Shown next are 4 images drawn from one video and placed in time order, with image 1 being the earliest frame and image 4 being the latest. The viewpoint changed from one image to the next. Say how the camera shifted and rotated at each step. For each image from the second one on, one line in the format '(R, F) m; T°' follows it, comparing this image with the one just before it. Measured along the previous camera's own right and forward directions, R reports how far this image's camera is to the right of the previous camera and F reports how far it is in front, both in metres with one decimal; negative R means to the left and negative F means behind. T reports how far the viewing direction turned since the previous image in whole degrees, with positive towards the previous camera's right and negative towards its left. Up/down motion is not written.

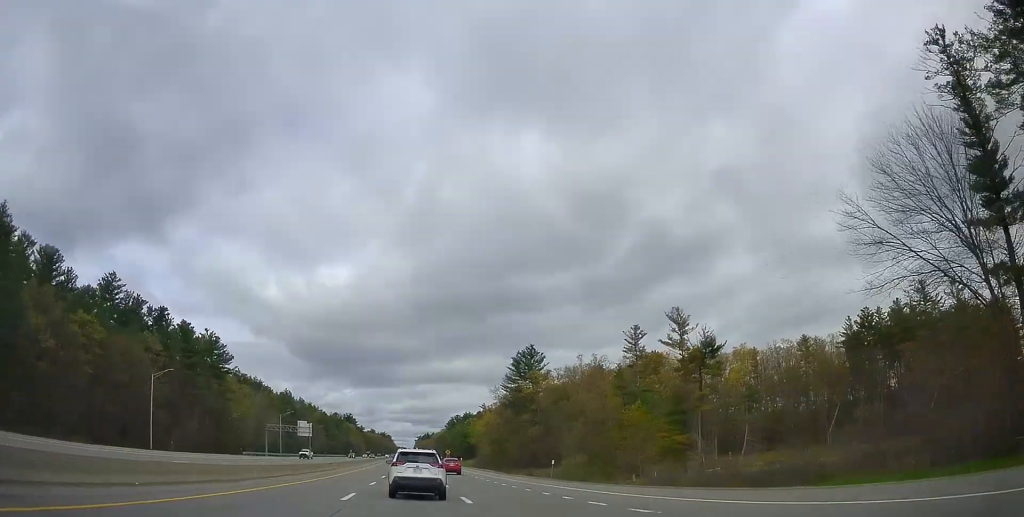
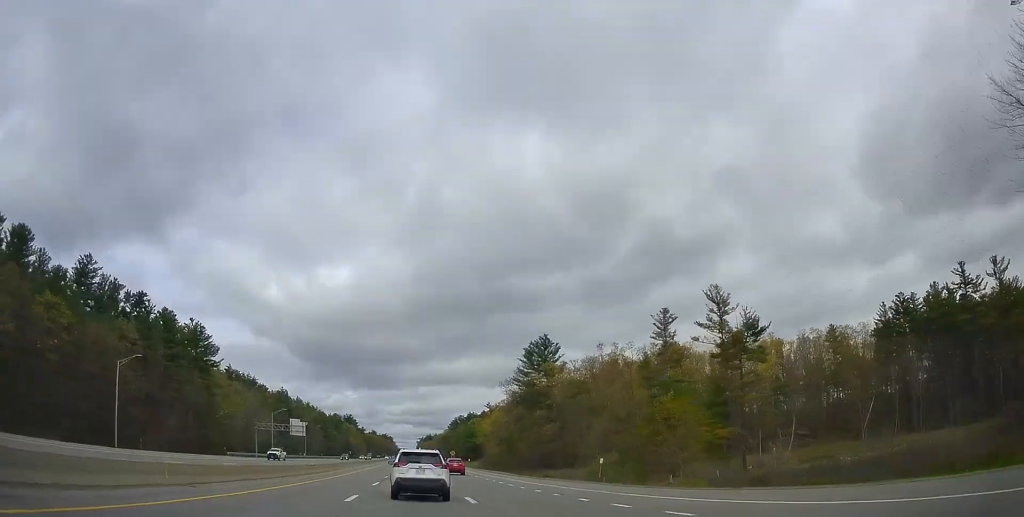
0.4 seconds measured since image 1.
(0.0, +12.2) m; 0°
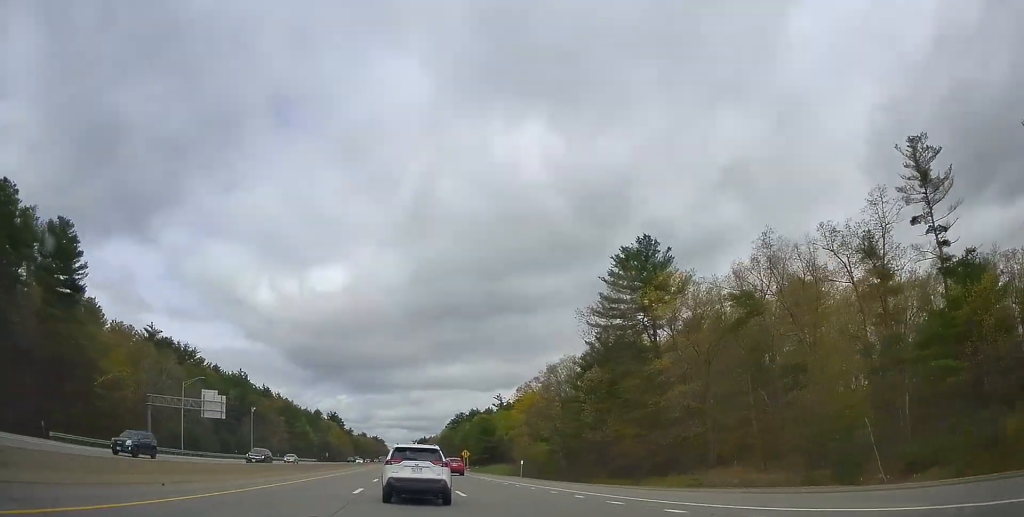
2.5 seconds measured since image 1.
(+0.1, +58.1) m; 0°
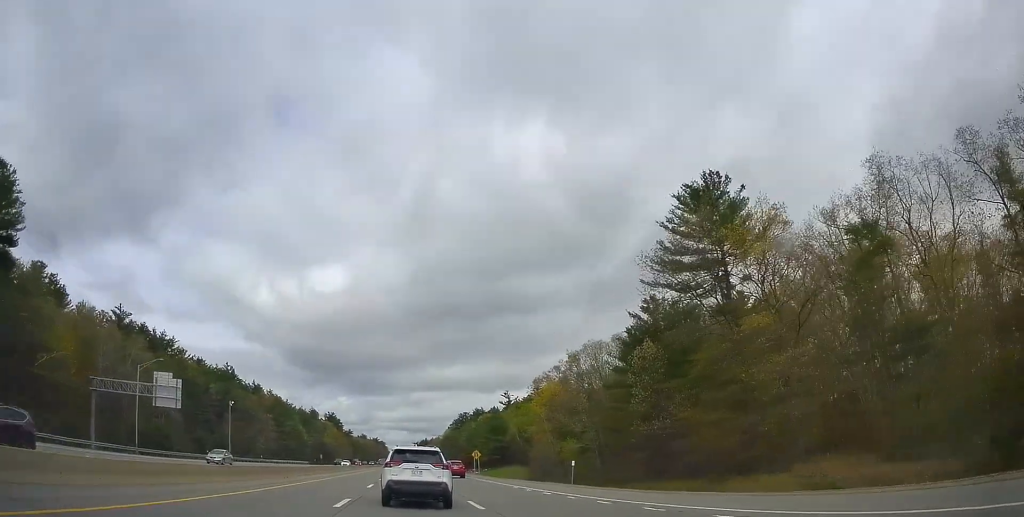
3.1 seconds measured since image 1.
(0.0, +17.5) m; -1°
